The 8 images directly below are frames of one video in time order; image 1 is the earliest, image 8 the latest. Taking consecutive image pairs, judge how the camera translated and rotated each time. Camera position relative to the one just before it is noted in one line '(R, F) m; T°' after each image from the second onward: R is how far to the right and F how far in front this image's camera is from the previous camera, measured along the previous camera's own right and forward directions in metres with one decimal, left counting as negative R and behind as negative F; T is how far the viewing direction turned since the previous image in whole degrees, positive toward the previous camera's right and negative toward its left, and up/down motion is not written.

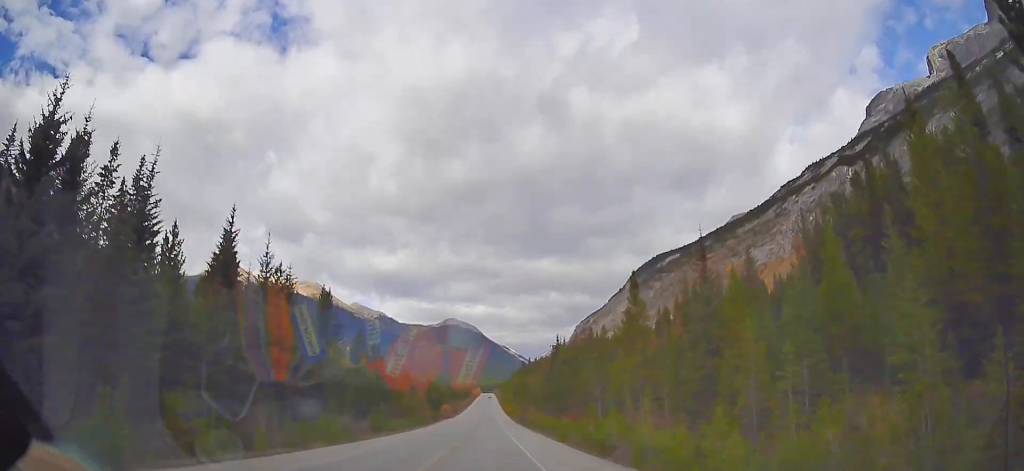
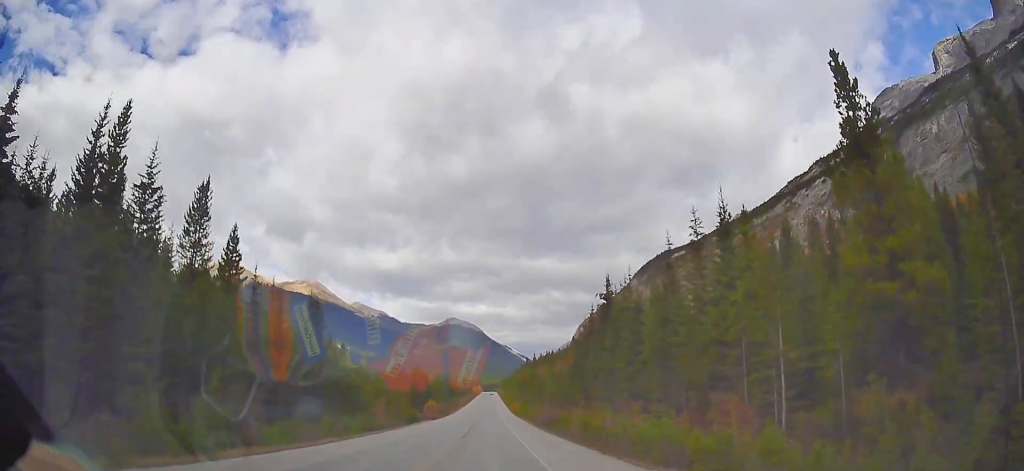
(-0.4, +35.9) m; 0°
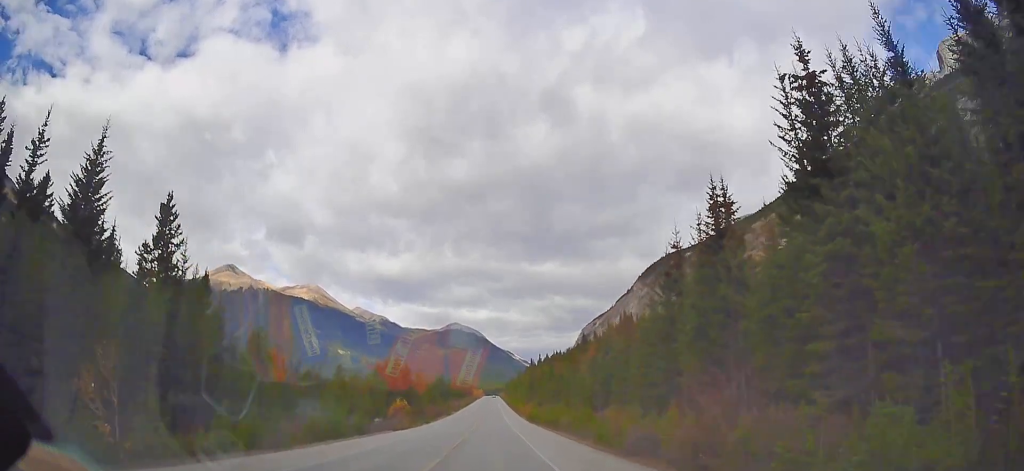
(+0.5, +35.9) m; +1°
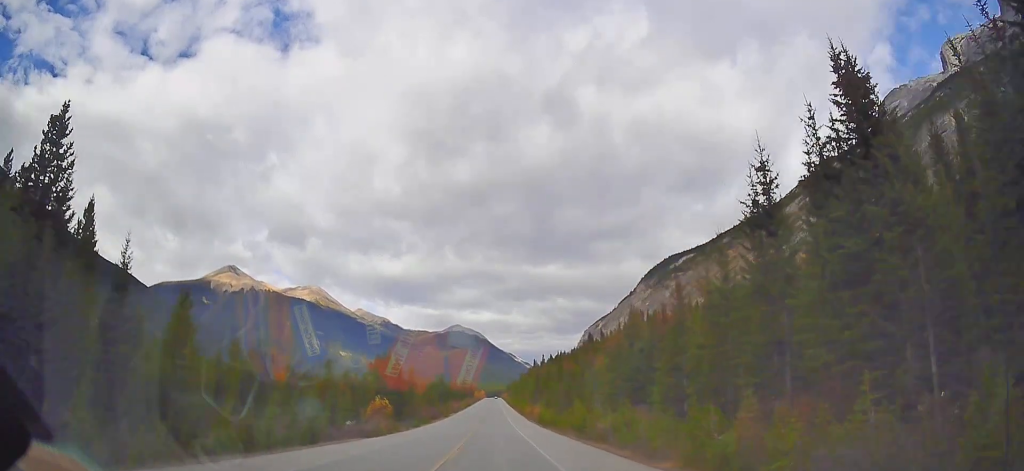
(+0.3, +12.6) m; 0°
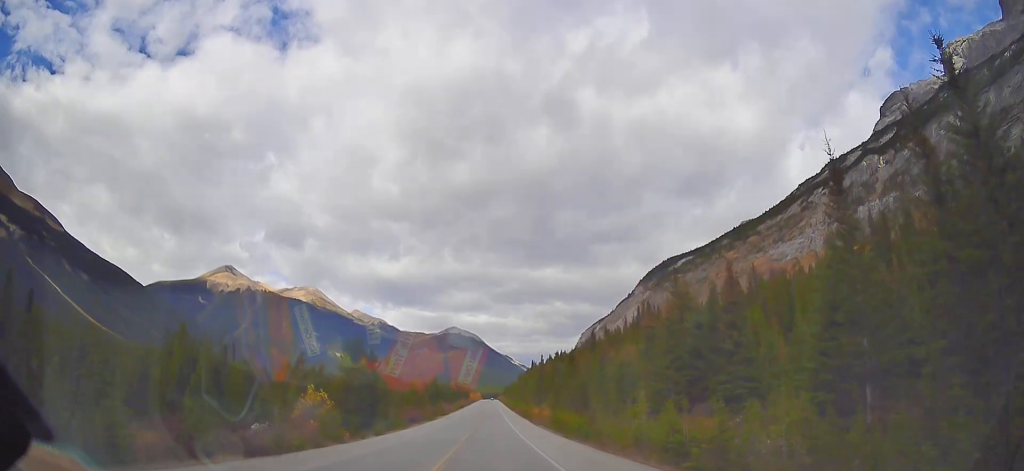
(-0.4, +17.9) m; -1°
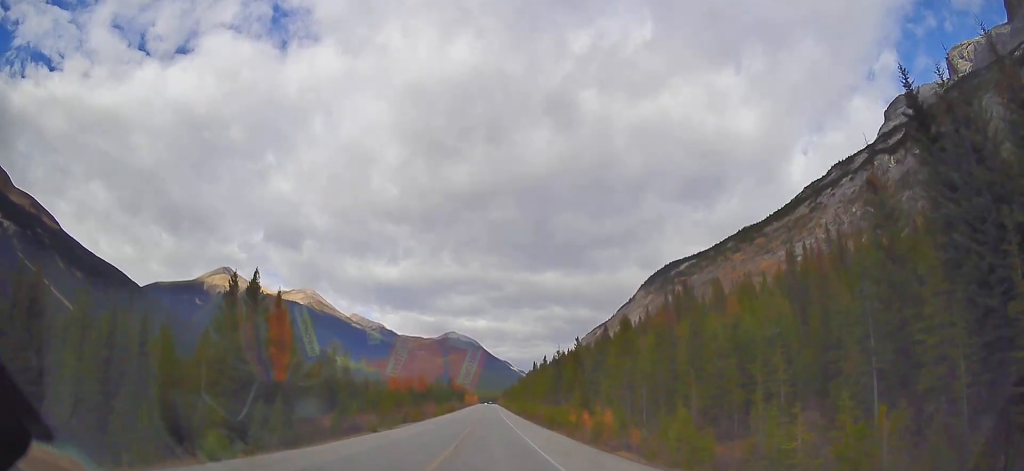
(0.0, +36.6) m; +1°
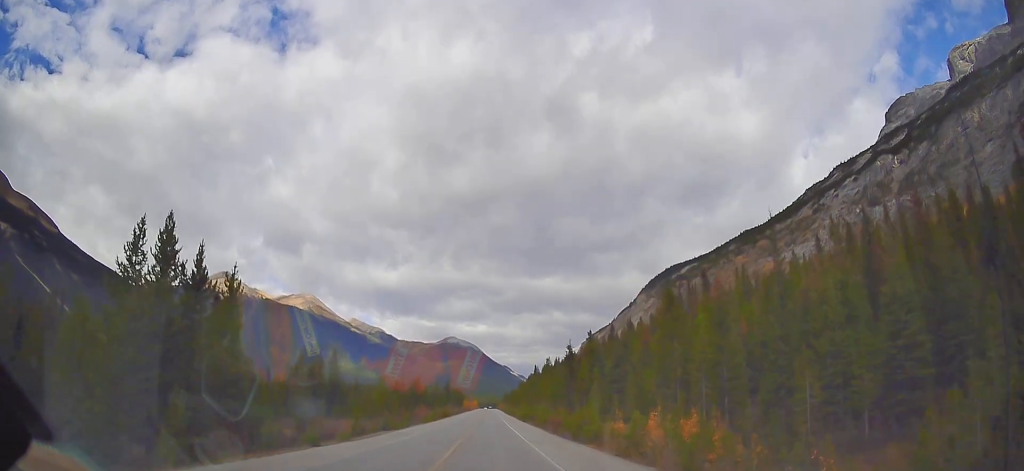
(+0.1, +13.2) m; 0°
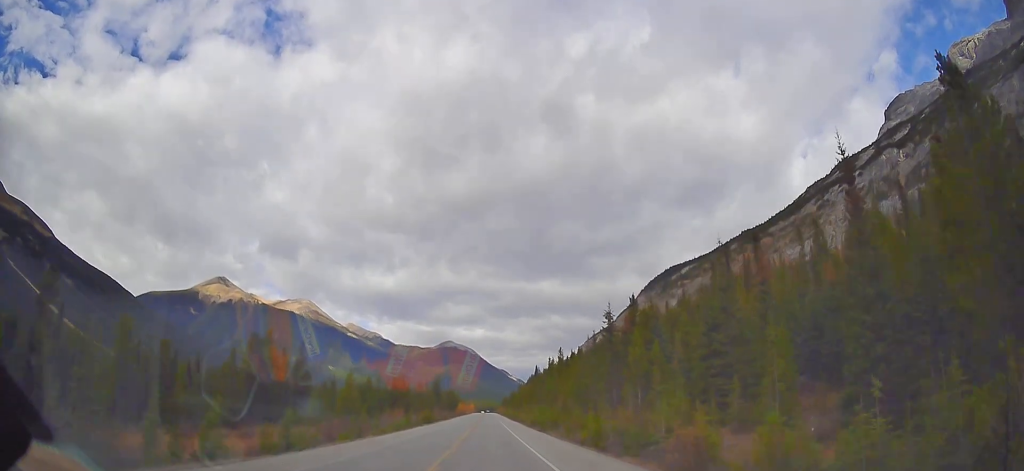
(-0.2, +29.8) m; 0°
